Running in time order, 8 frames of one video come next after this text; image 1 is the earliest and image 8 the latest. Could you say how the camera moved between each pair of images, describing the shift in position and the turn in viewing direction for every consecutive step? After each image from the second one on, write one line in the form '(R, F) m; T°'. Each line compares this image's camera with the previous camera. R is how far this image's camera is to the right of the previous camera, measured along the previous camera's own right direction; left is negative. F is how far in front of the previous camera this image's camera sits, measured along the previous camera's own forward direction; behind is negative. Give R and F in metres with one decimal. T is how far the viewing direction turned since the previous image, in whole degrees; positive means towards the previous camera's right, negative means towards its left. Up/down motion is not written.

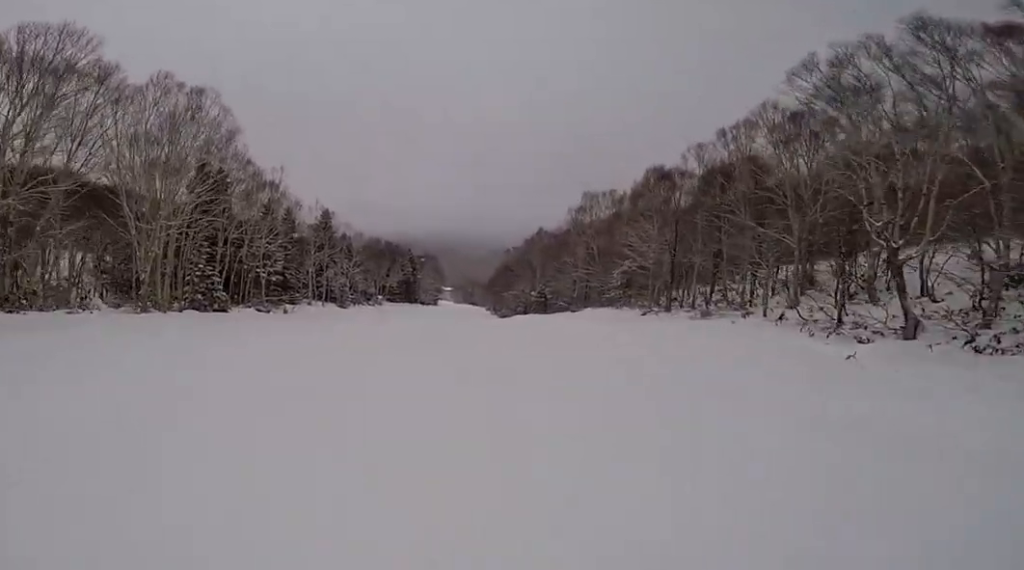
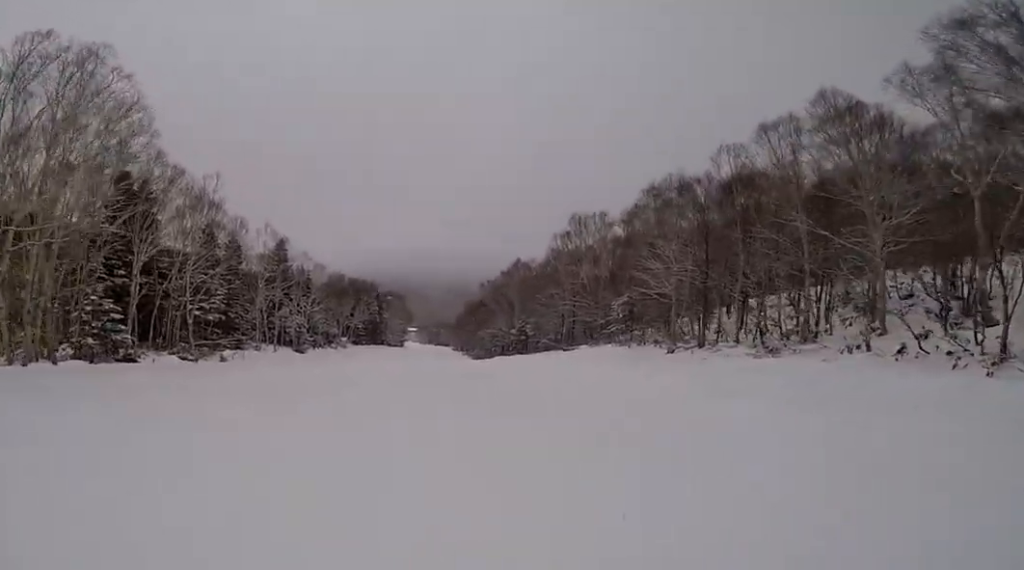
(-0.2, +8.3) m; +3°
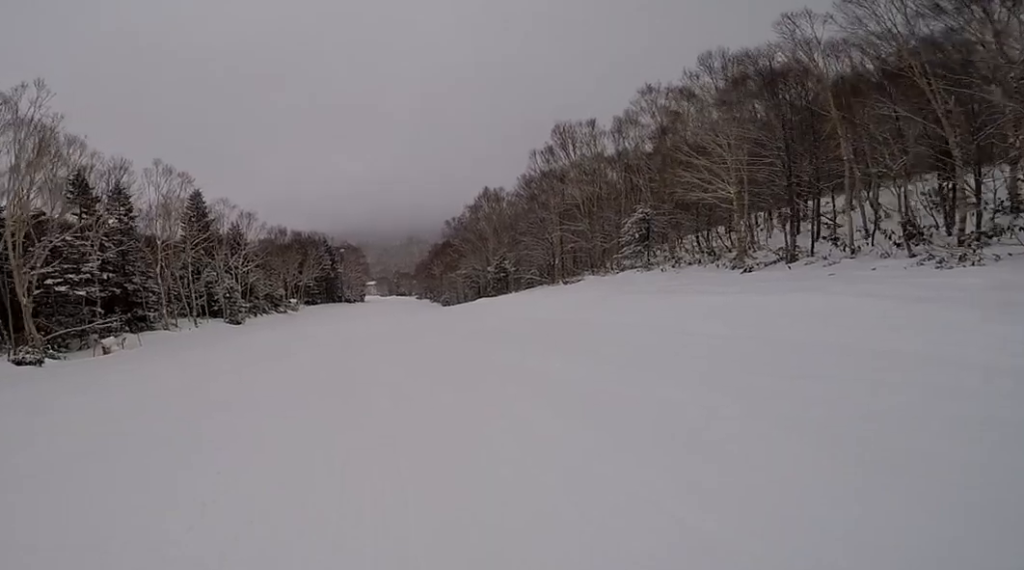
(+1.0, +10.6) m; +1°
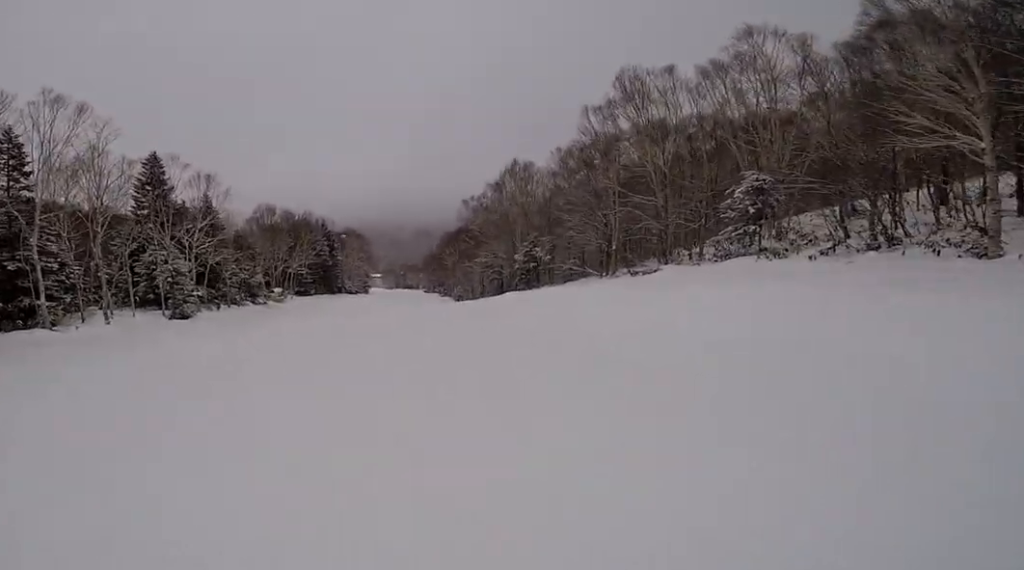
(-0.8, +11.1) m; -2°
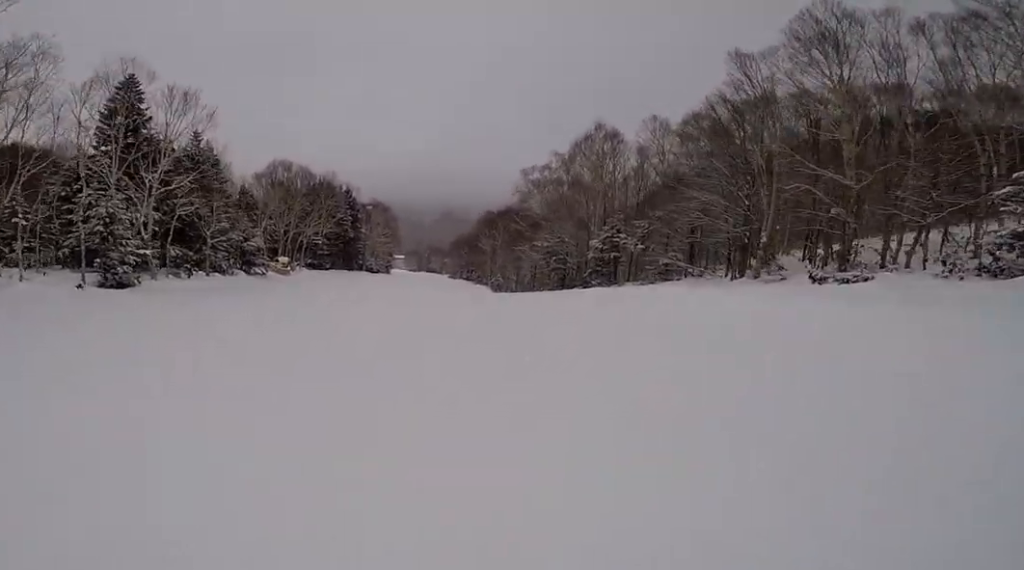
(+0.7, +10.9) m; +7°
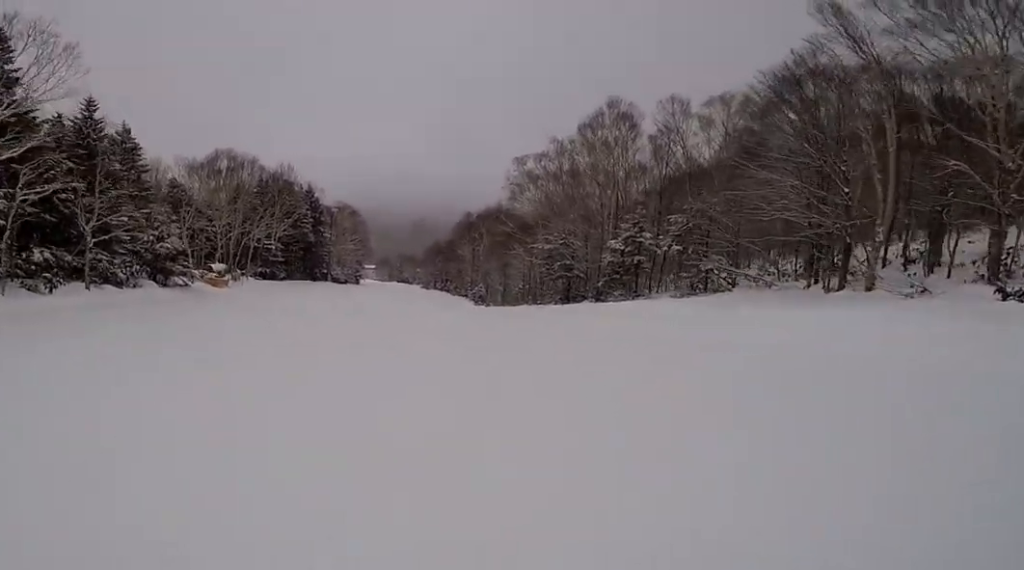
(+0.3, +8.6) m; -4°
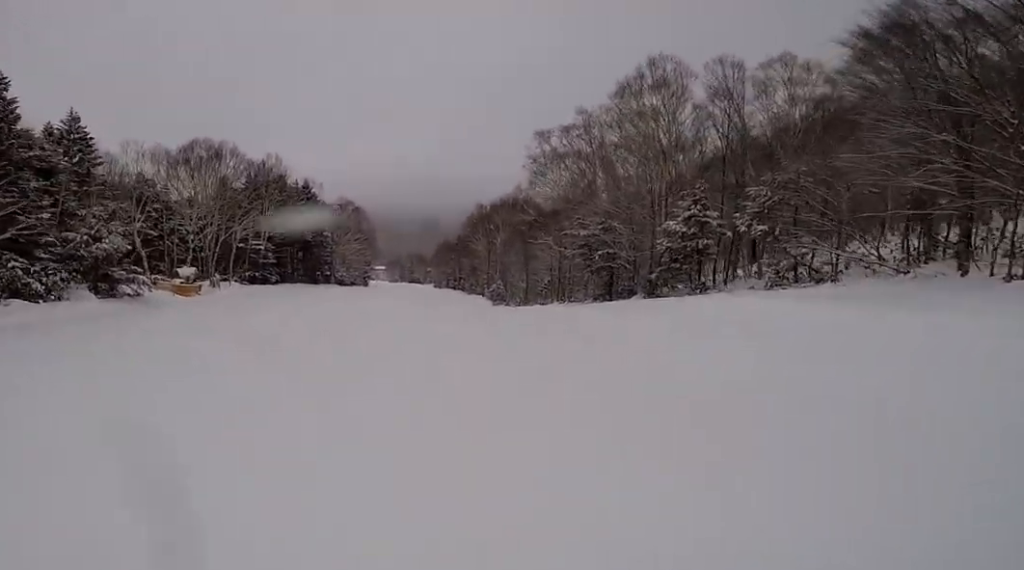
(-0.4, +5.9) m; -6°
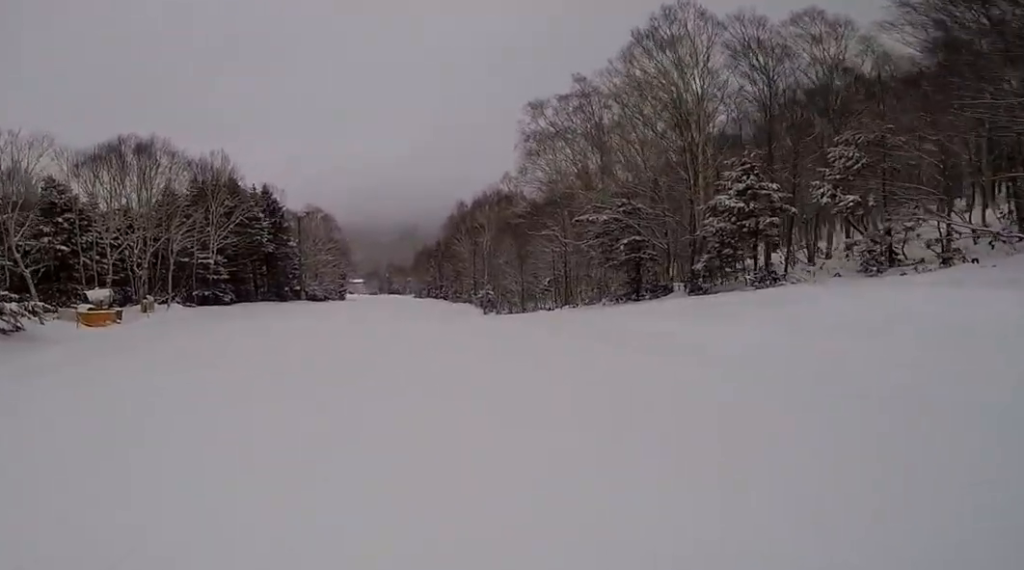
(-0.5, +6.0) m; -4°
